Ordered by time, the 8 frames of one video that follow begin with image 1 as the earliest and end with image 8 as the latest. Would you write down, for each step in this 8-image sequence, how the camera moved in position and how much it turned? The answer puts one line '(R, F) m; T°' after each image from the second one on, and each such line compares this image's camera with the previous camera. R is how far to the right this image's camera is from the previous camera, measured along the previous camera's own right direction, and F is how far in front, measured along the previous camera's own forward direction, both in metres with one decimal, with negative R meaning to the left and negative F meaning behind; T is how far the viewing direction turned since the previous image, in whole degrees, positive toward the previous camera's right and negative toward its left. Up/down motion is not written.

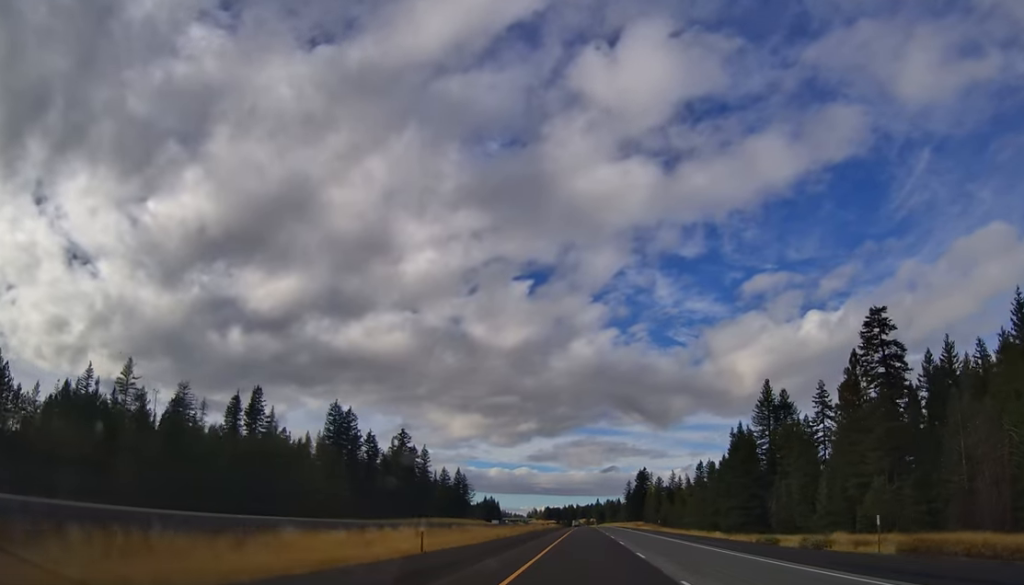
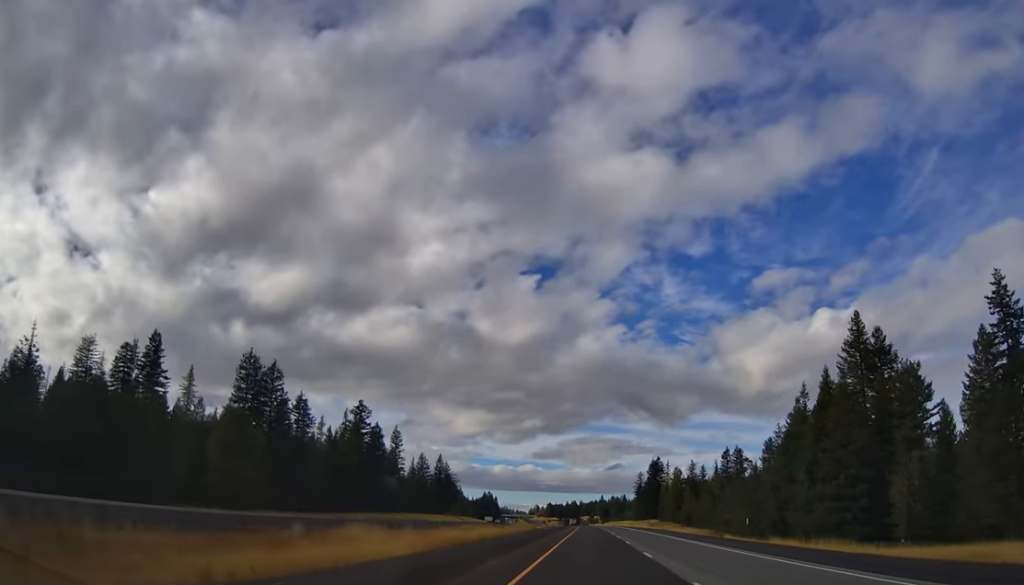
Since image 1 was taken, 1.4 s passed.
(0.0, +49.4) m; 0°
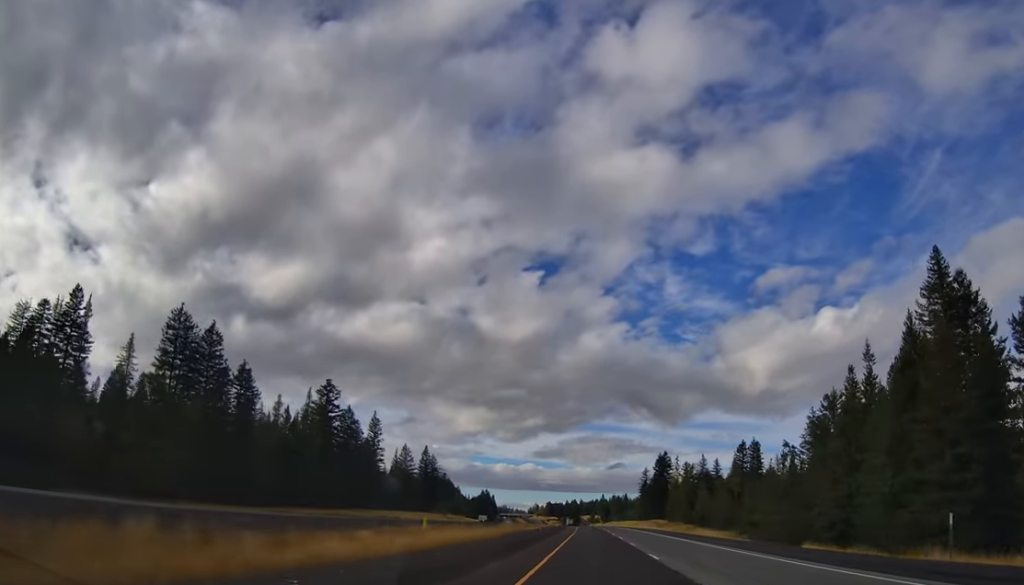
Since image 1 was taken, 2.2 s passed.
(0.0, +25.5) m; +1°
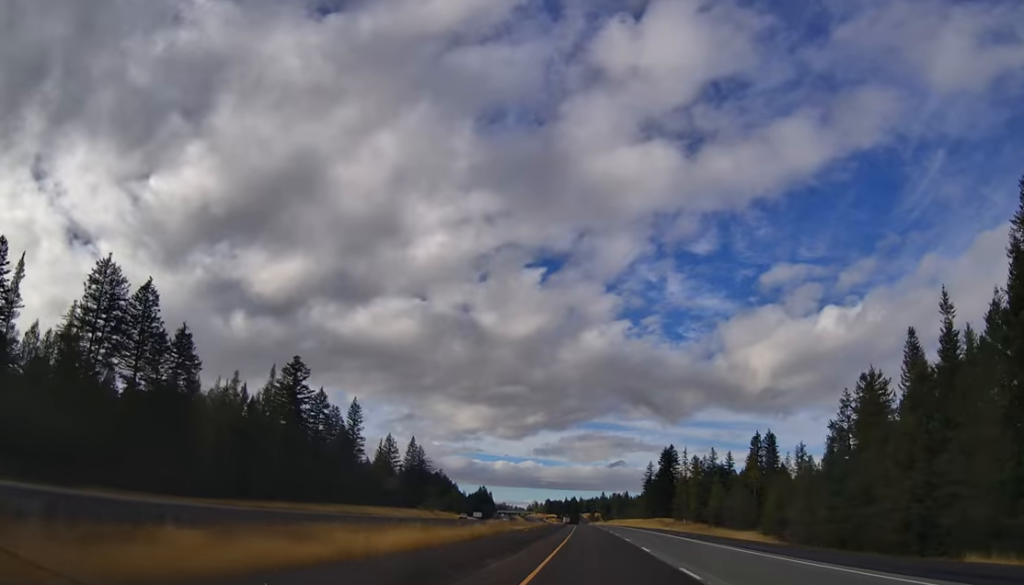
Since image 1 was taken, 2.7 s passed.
(+0.3, +19.7) m; 0°
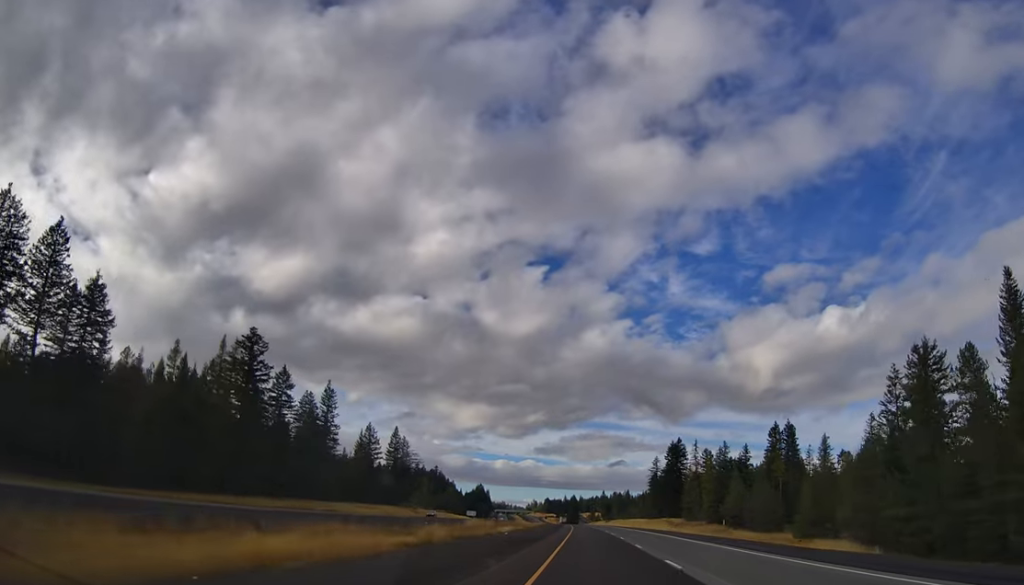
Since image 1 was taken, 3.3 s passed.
(-0.1, +21.0) m; 0°
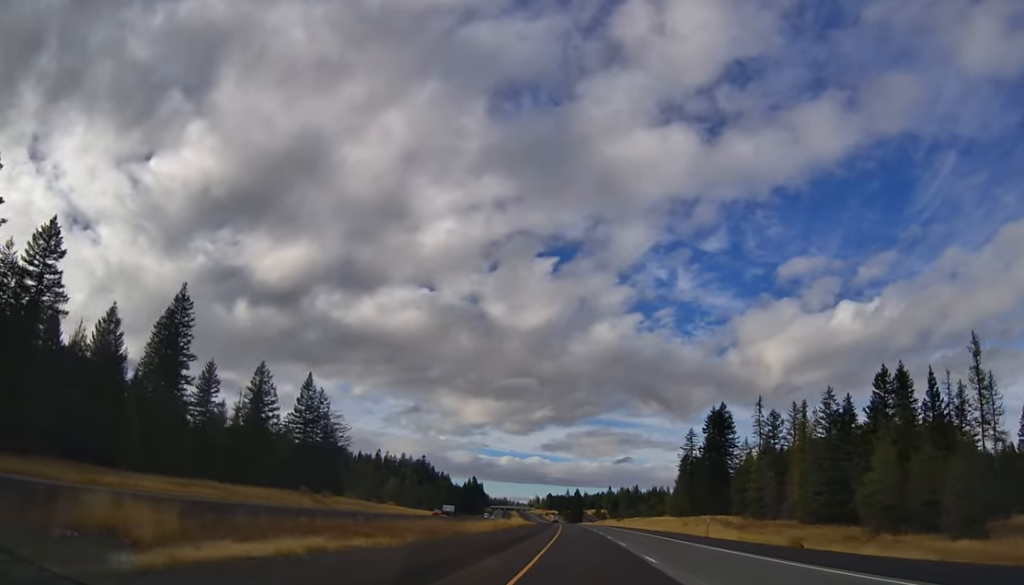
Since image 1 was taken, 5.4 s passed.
(+0.1, +71.2) m; +1°
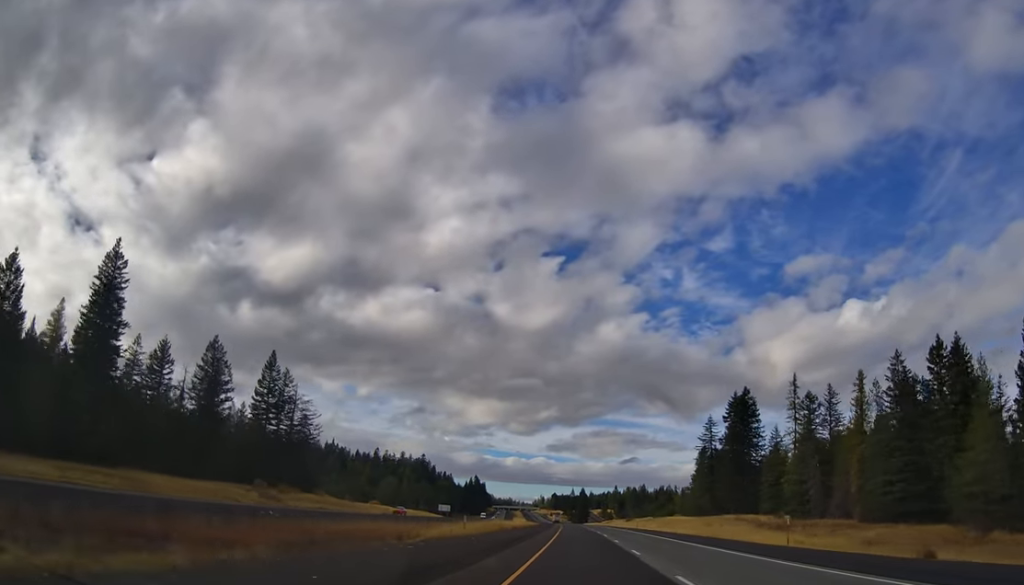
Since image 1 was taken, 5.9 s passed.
(+0.2, +19.9) m; 0°
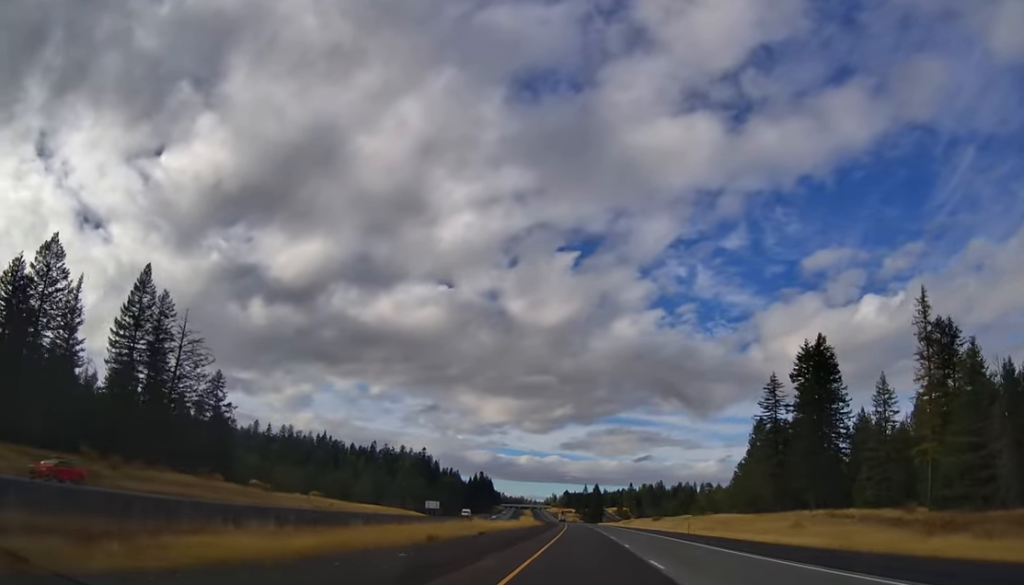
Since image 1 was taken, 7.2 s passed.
(-0.7, +43.7) m; -2°
